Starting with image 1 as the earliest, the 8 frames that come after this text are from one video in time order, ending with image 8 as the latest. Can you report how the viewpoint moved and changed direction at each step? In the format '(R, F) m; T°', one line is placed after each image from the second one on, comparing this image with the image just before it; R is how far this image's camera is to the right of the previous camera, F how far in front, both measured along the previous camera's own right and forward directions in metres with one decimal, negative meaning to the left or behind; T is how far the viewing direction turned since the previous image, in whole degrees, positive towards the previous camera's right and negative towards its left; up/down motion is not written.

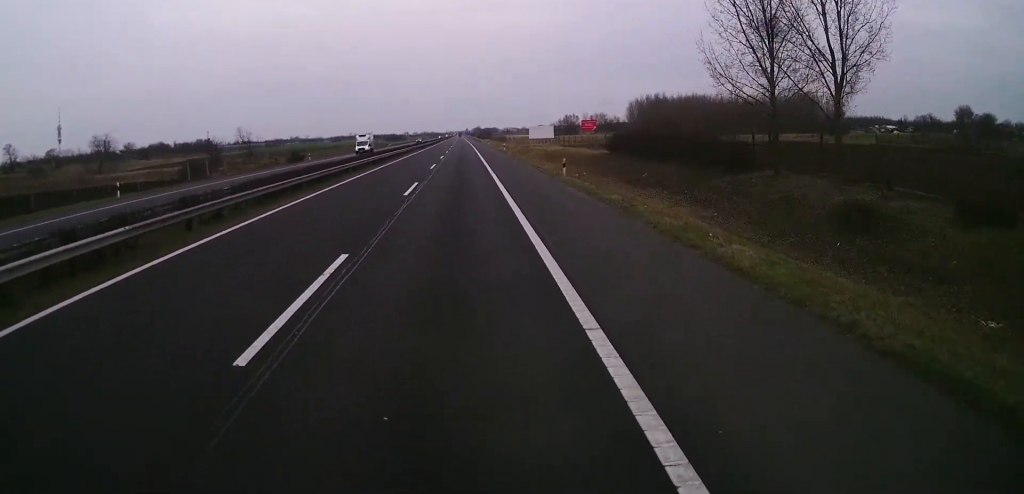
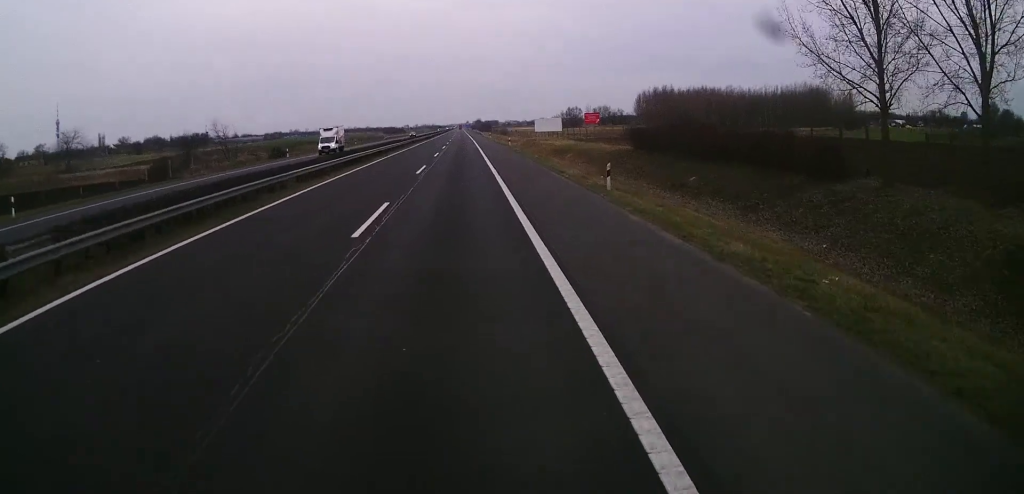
(-0.1, +10.8) m; 0°
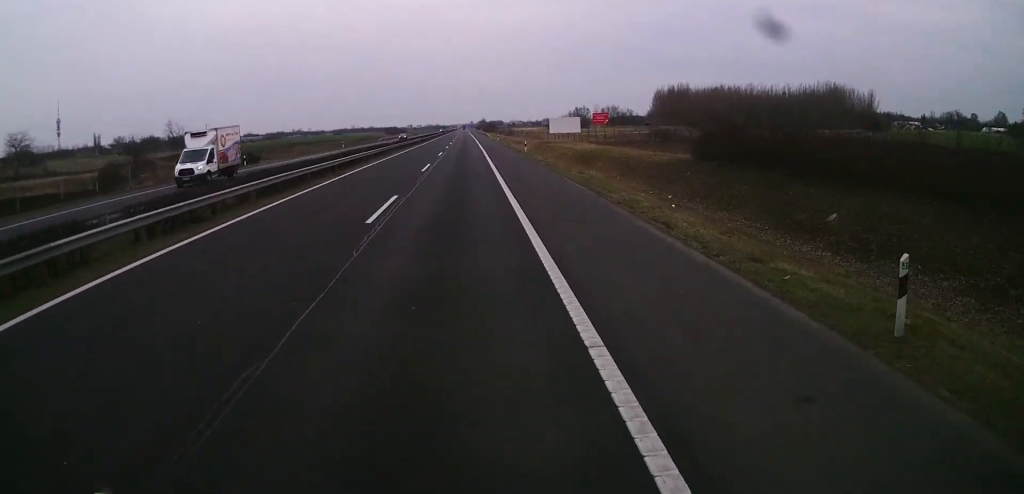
(0.0, +16.2) m; 0°
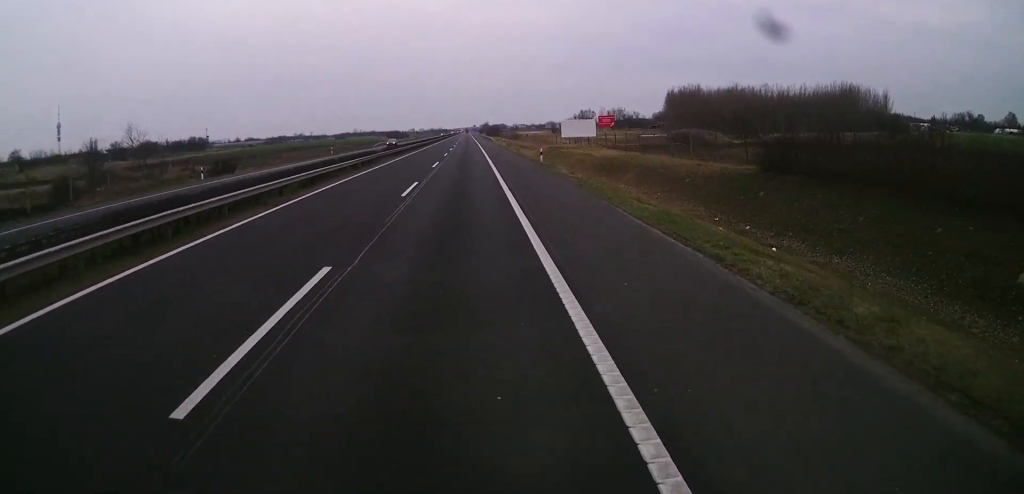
(+0.2, +10.8) m; 0°
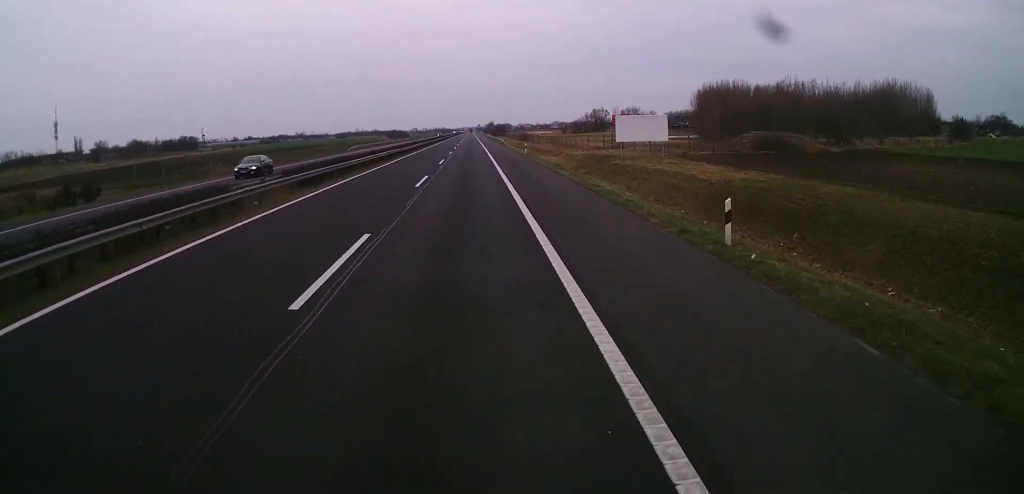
(-0.6, +33.0) m; -1°
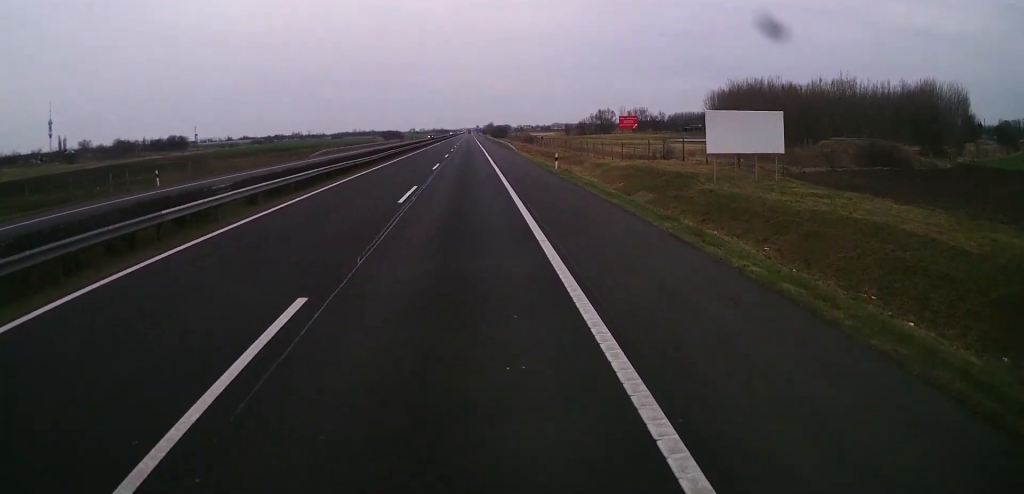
(+0.3, +23.8) m; +1°
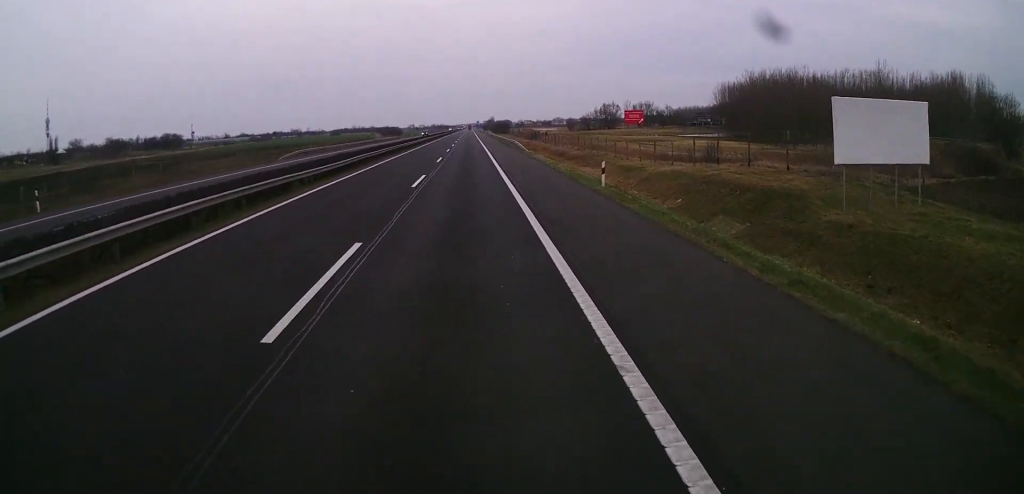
(+0.3, +13.8) m; 0°
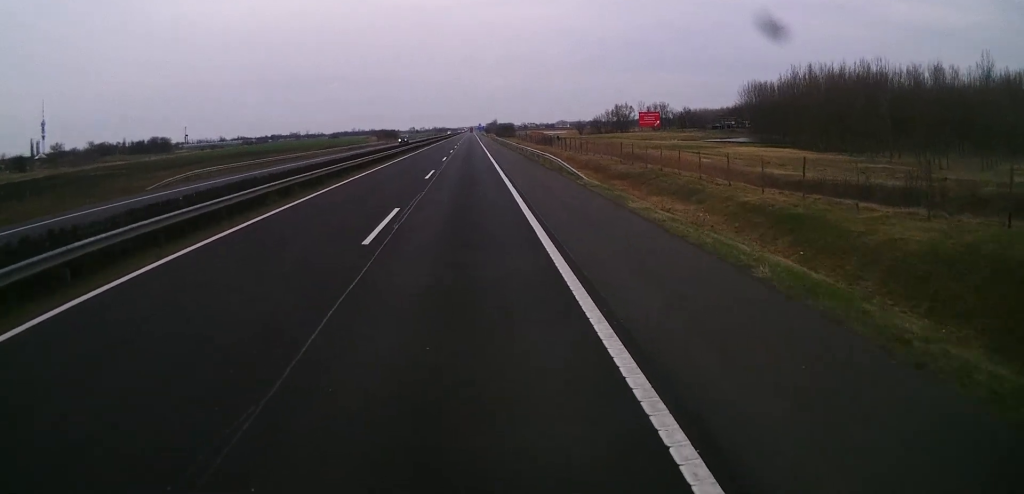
(-0.6, +29.9) m; -1°
